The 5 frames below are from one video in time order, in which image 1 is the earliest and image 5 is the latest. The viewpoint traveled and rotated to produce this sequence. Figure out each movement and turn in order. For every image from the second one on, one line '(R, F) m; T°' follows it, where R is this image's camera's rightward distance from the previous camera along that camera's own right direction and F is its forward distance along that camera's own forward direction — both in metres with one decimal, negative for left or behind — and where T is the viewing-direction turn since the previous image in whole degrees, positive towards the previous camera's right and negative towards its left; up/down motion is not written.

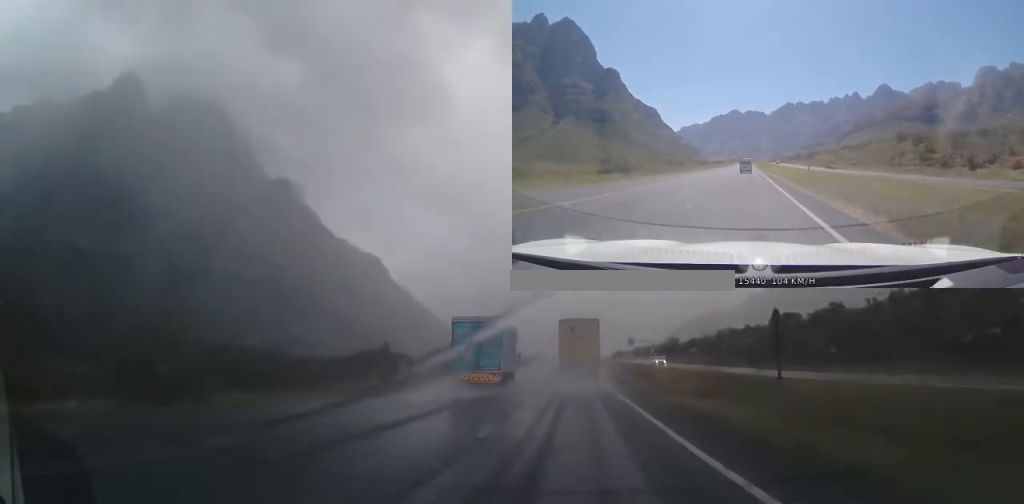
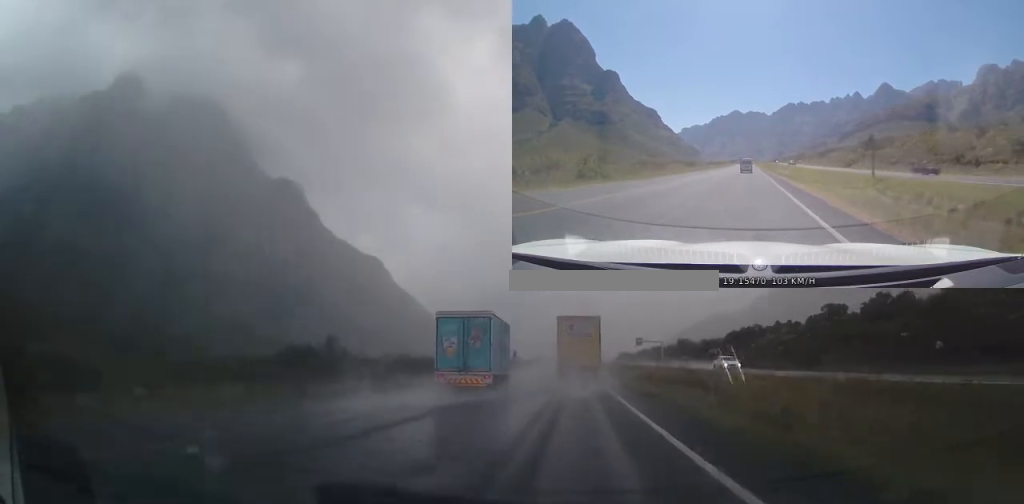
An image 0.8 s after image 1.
(0.0, +19.8) m; 0°
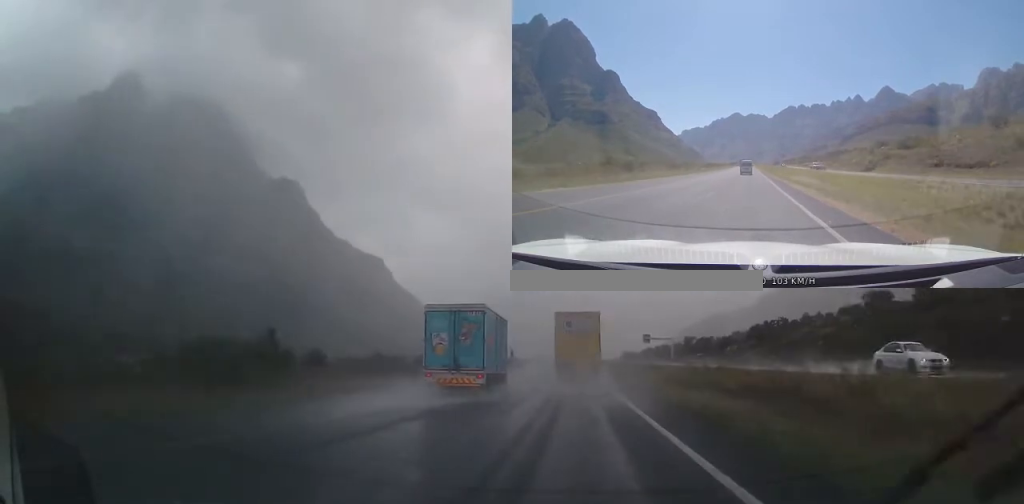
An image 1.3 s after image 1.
(-0.1, +14.5) m; 0°
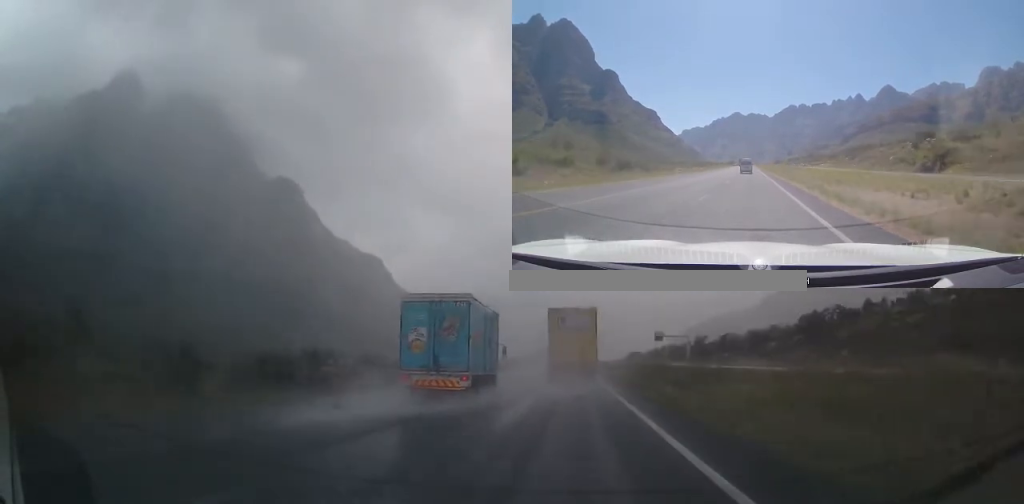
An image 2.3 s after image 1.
(-0.1, +24.3) m; 0°
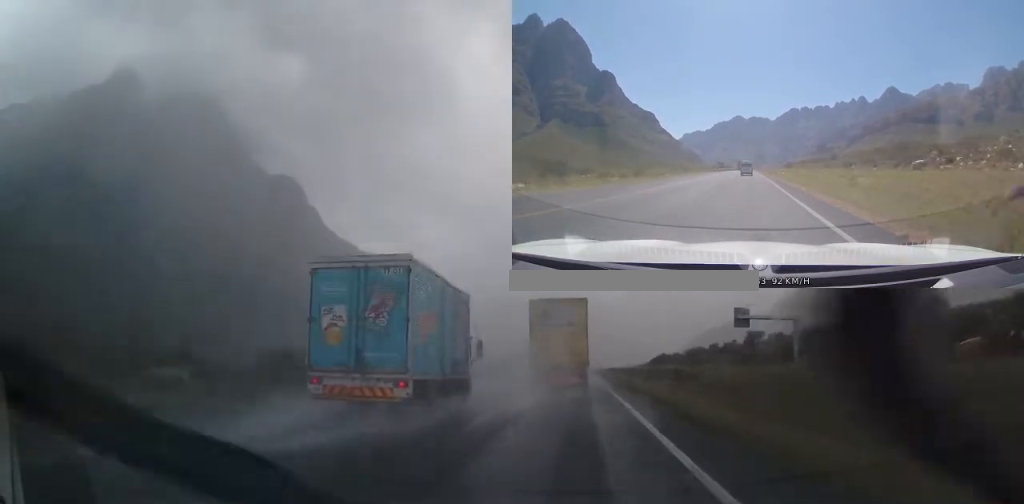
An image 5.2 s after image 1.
(-0.8, +71.4) m; -1°
